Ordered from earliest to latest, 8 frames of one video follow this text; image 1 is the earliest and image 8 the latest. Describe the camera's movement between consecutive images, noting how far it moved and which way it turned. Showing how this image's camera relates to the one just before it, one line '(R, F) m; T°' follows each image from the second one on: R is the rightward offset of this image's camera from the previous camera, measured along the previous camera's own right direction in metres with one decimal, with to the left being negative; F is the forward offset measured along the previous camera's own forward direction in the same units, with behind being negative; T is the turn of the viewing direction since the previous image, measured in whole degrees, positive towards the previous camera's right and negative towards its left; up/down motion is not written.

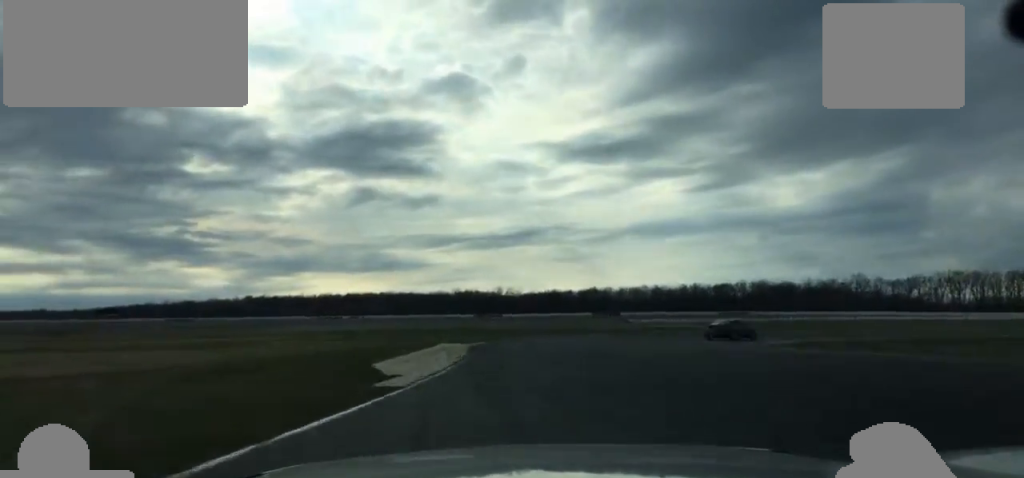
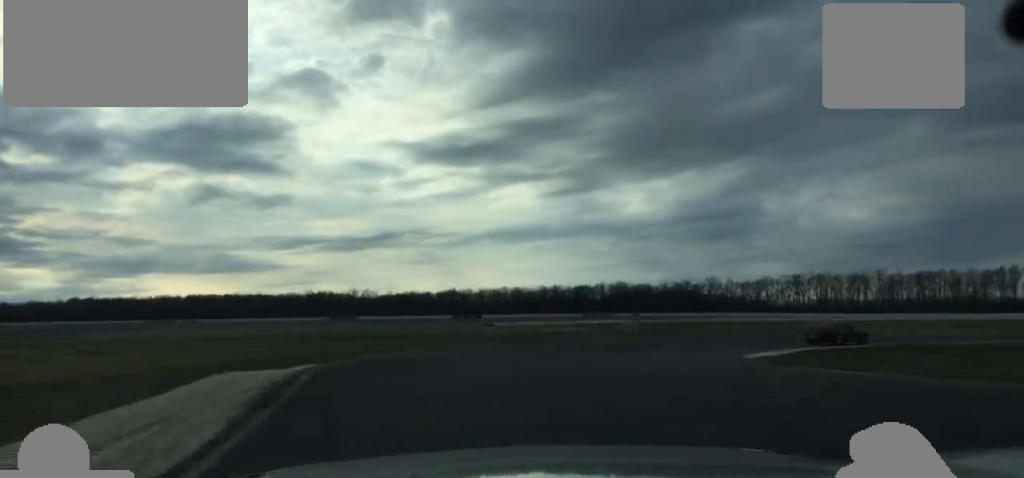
(0.0, +18.3) m; +5°
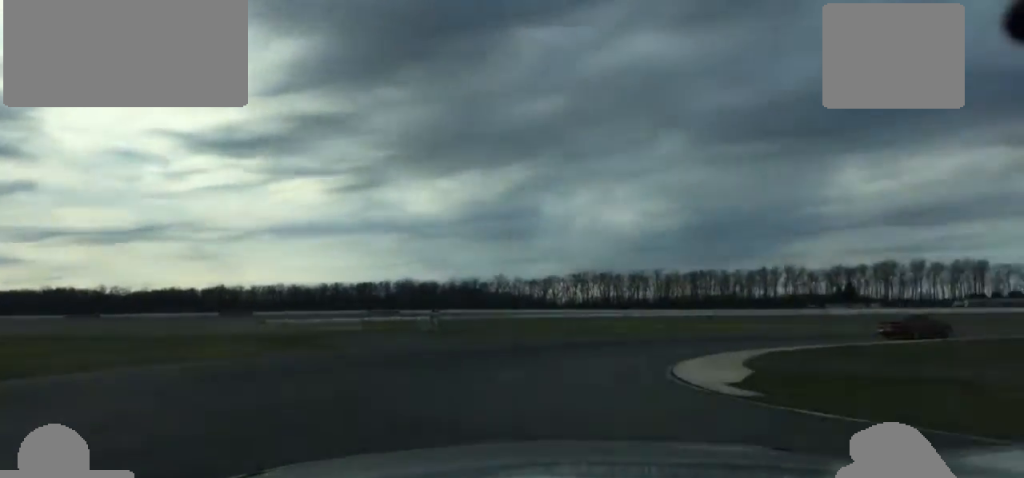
(+0.9, +18.0) m; +12°
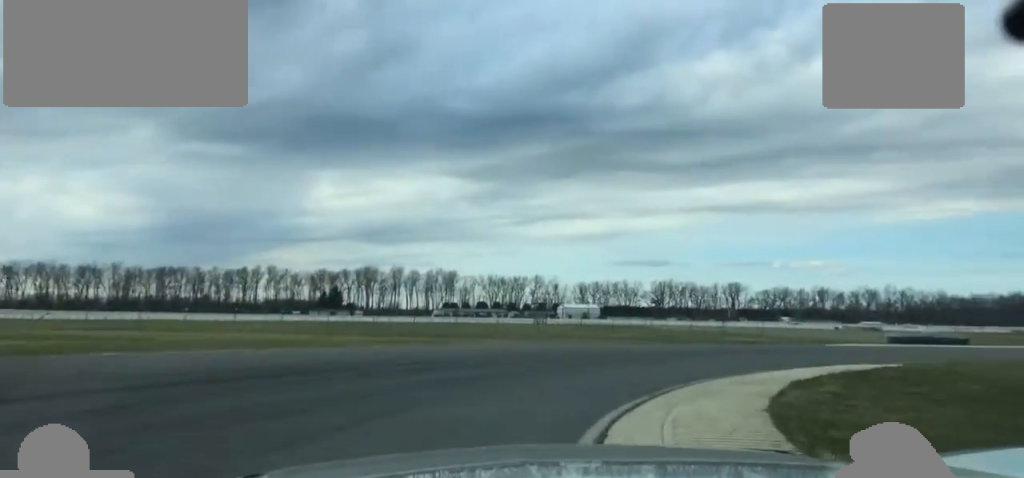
(+9.9, +33.3) m; +33°
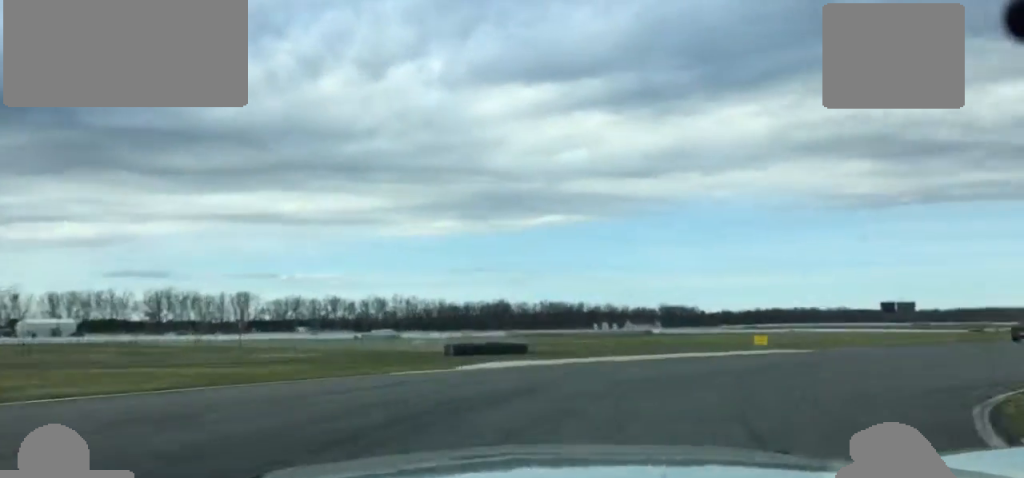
(+4.5, +24.8) m; +24°
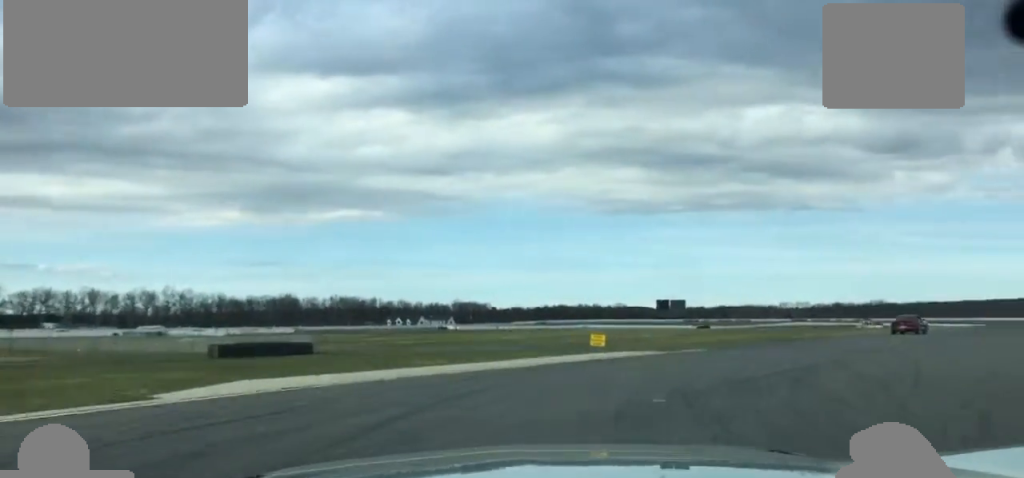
(+2.0, +10.2) m; +16°
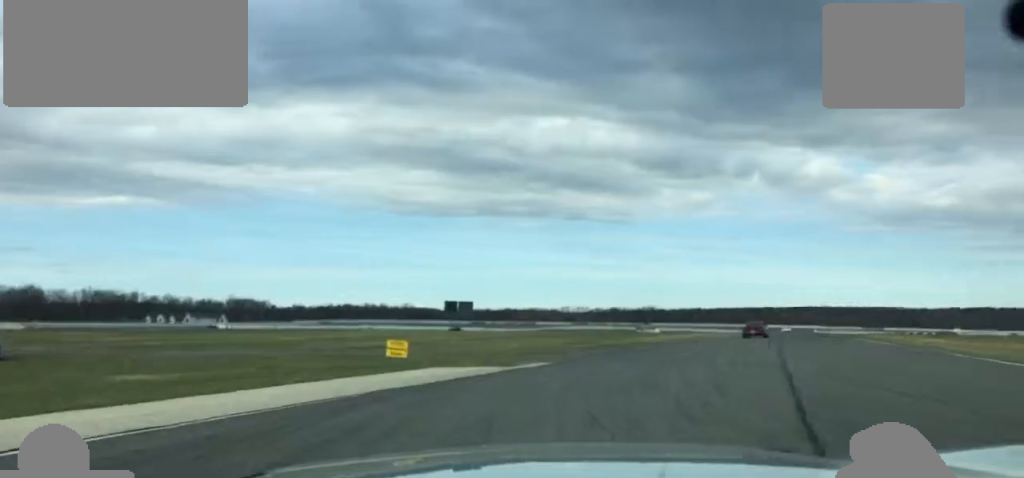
(-0.5, +10.9) m; +17°
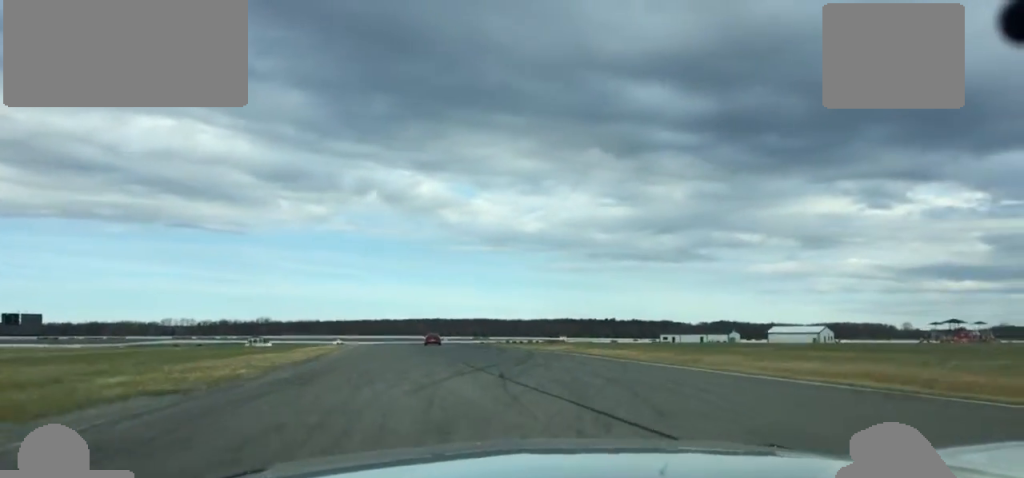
(+13.5, +35.7) m; +23°
